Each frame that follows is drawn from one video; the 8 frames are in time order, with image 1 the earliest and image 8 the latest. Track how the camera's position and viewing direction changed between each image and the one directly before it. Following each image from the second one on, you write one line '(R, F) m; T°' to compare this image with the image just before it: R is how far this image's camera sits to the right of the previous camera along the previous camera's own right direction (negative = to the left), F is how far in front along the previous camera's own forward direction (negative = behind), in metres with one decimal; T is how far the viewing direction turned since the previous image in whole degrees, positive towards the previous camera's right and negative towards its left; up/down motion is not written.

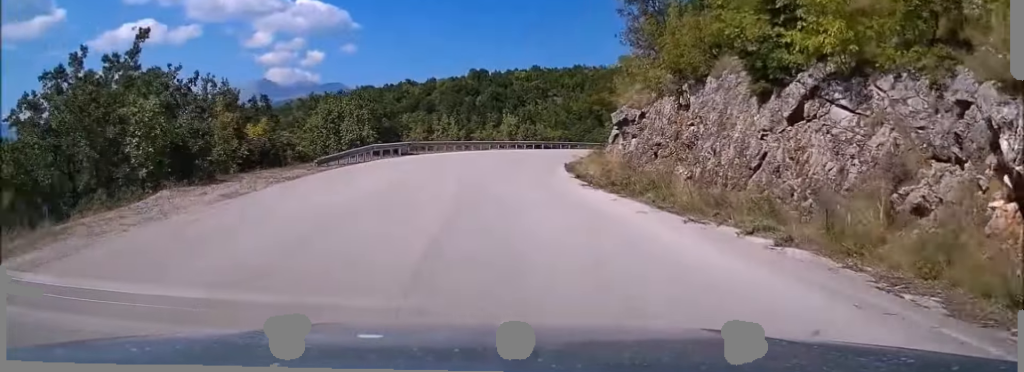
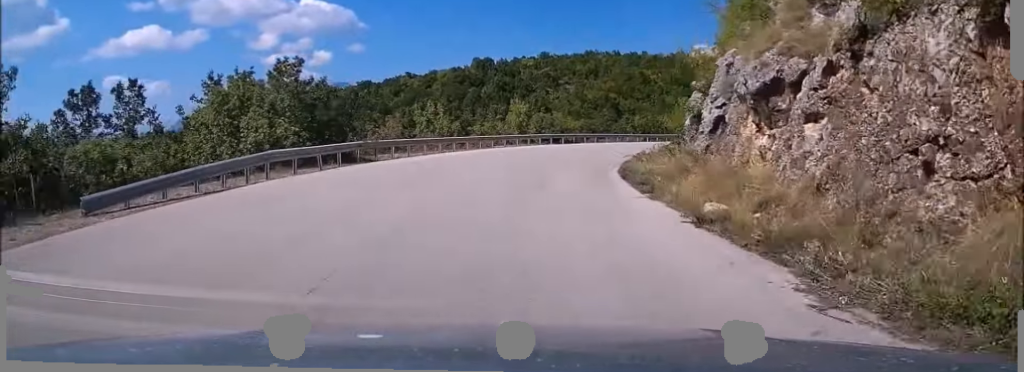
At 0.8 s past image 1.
(-0.5, +16.4) m; -1°
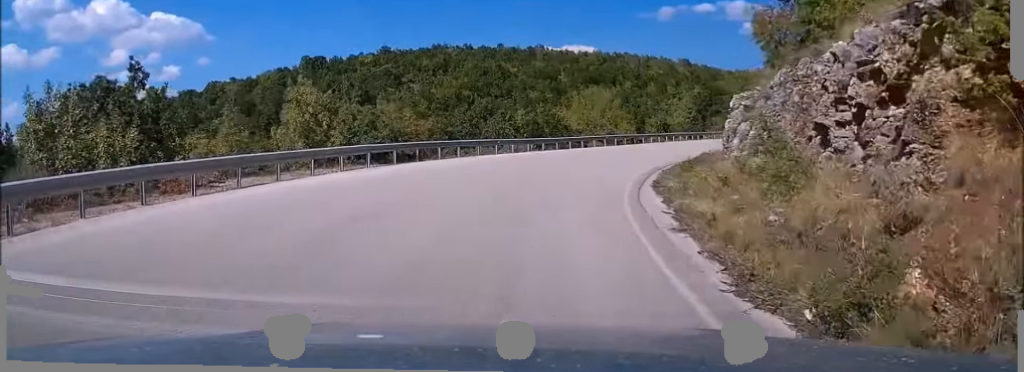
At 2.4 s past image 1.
(+1.9, +28.0) m; +11°
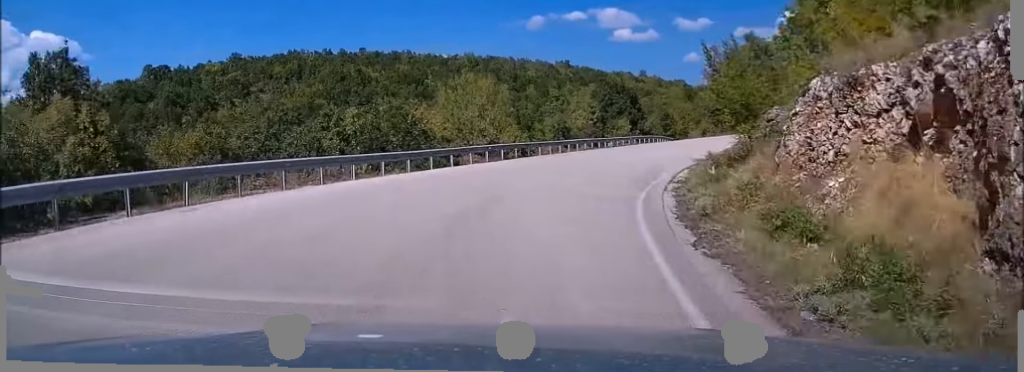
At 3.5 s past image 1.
(+1.6, +17.0) m; +11°
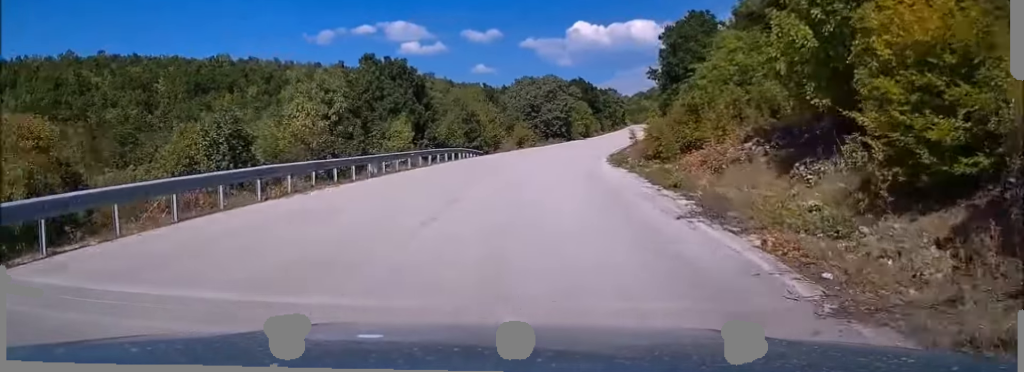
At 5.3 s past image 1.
(+4.7, +29.2) m; +16°
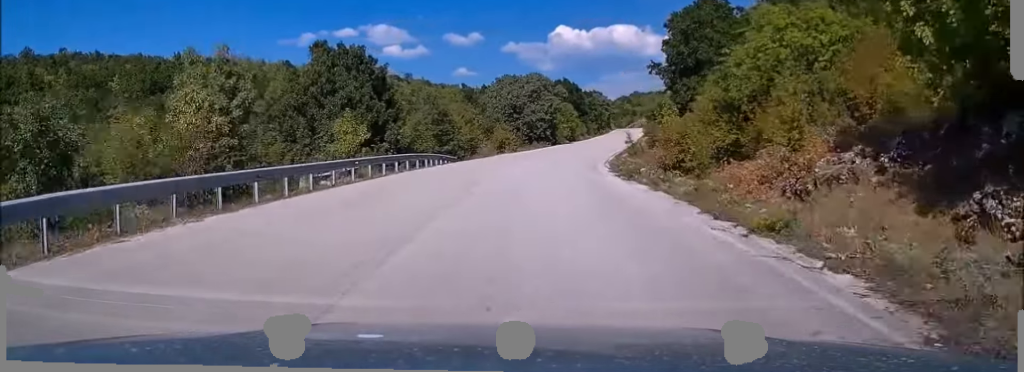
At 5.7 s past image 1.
(+0.2, +7.2) m; +3°
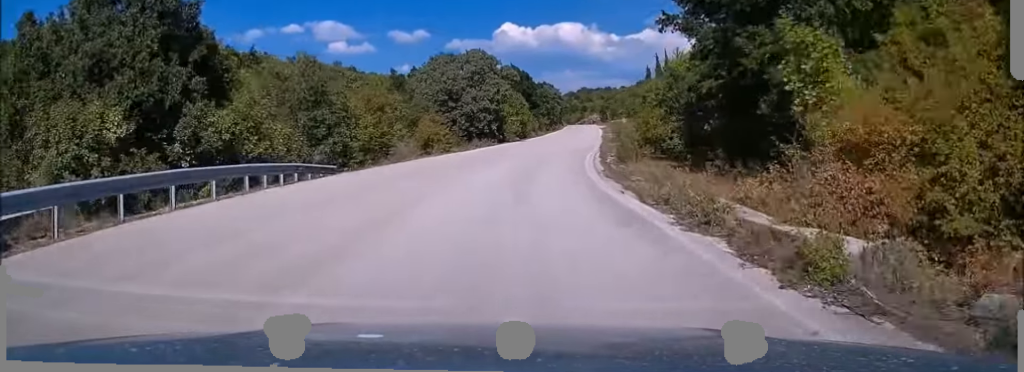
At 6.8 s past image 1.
(+0.9, +18.4) m; +6°
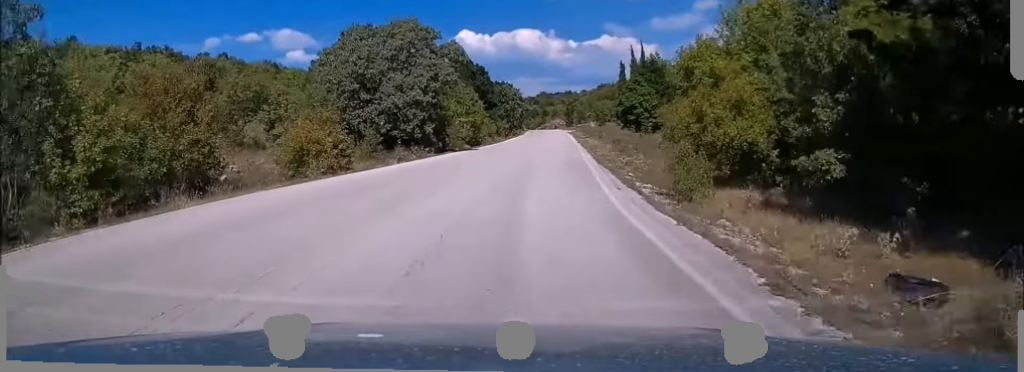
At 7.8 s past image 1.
(+0.9, +19.4) m; +5°
